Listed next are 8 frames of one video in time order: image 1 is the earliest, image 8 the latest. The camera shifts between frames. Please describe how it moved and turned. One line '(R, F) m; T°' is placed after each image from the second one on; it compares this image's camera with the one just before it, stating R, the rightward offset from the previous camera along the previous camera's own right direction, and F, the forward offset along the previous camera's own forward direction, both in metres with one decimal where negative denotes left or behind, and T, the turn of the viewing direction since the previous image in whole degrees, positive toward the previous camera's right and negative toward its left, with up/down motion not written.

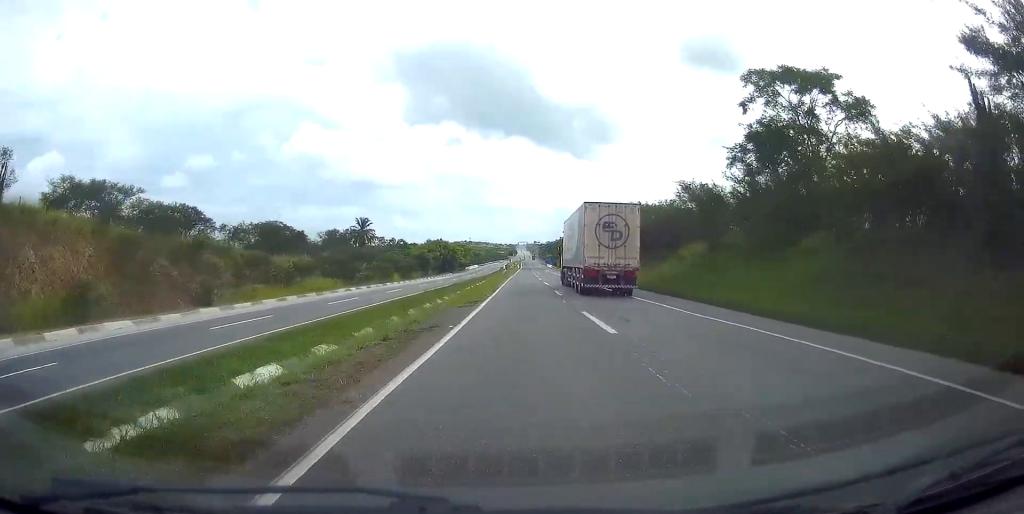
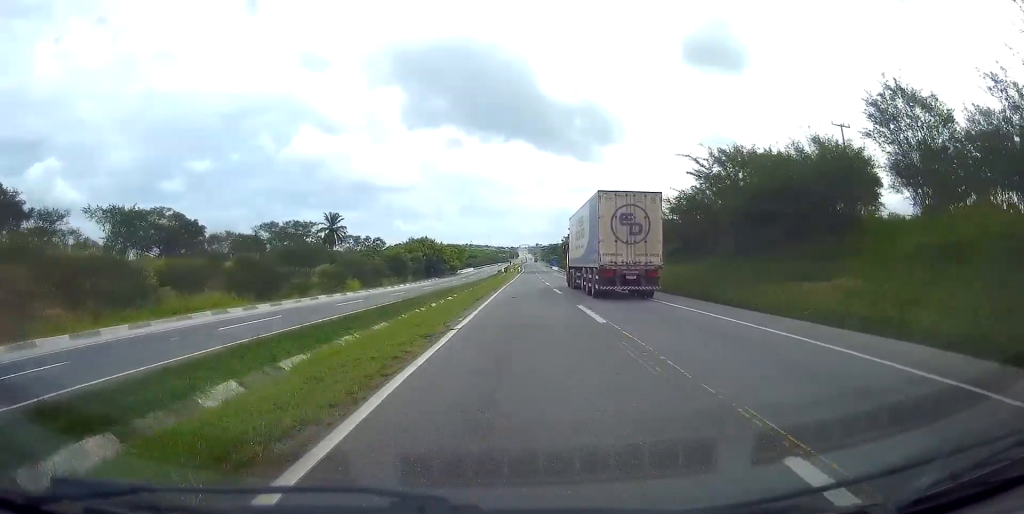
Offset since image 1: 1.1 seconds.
(0.0, +31.2) m; 0°
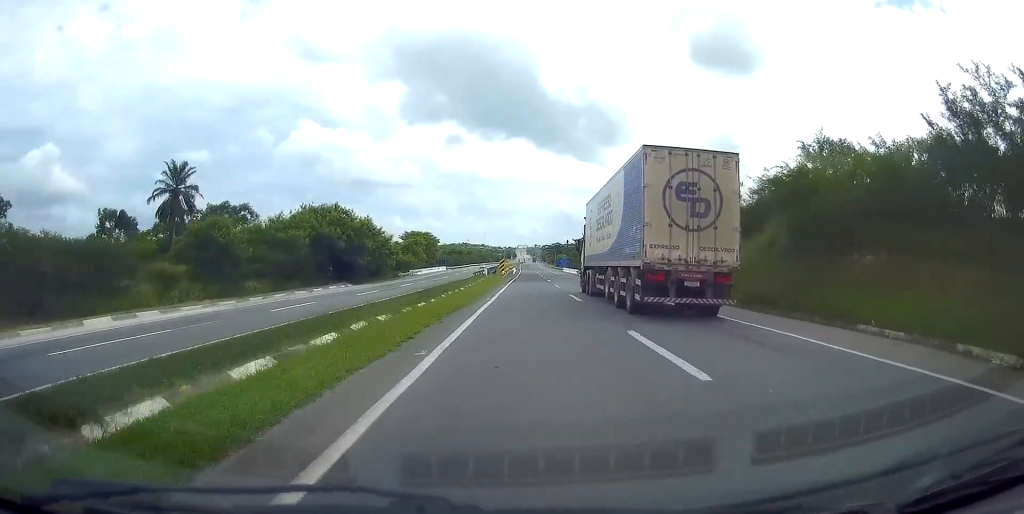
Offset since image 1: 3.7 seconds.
(-1.3, +74.5) m; 0°
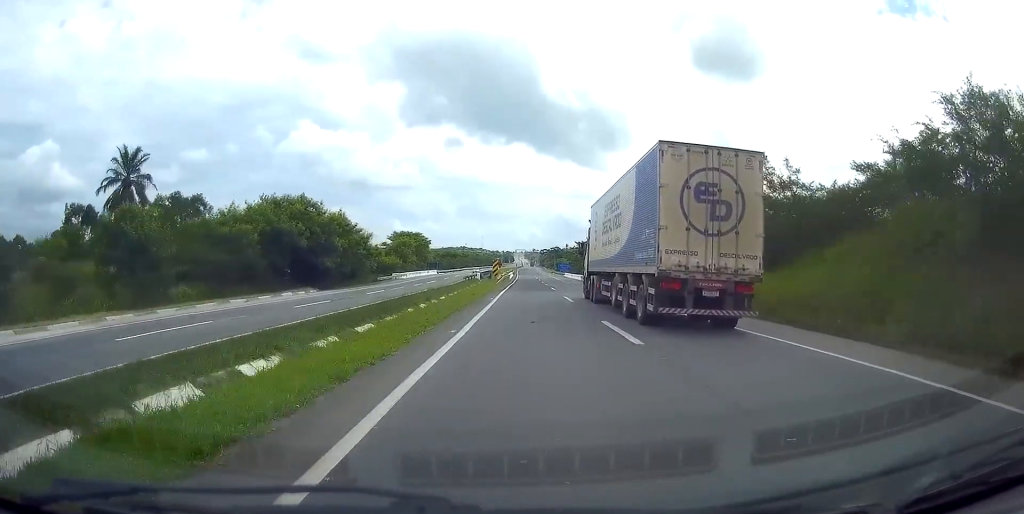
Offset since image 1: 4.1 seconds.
(+0.3, +12.5) m; +1°
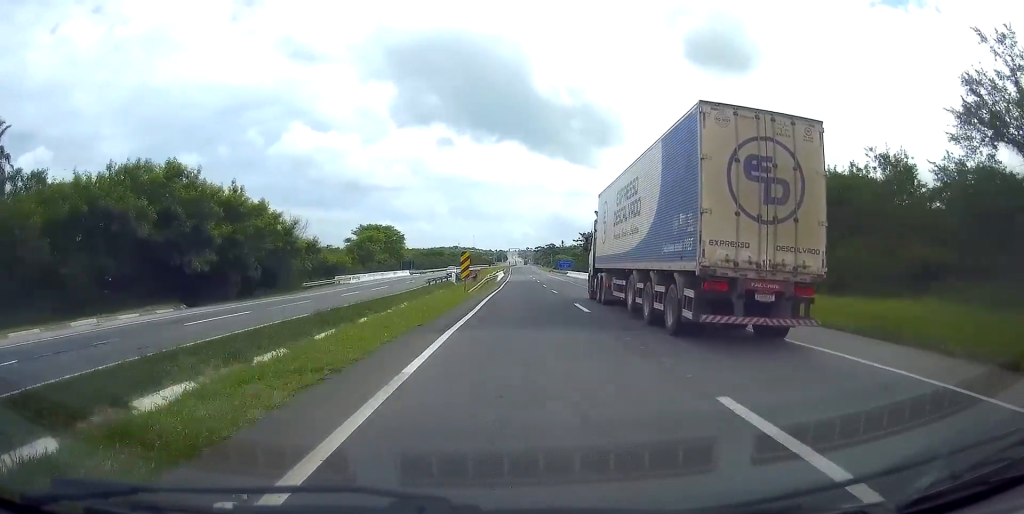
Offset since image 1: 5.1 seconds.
(0.0, +26.9) m; 0°
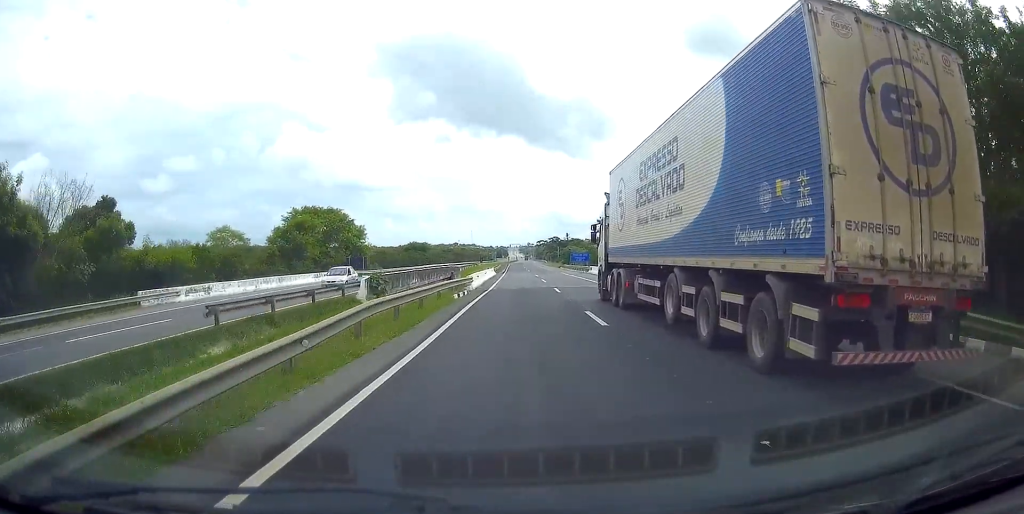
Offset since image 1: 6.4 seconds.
(+0.2, +38.6) m; 0°
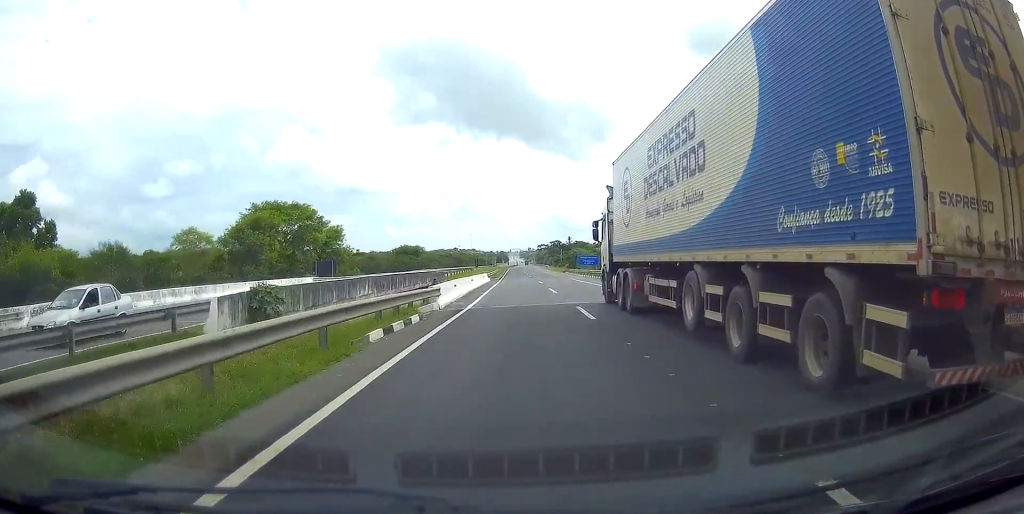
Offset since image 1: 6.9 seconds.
(-0.1, +14.5) m; 0°
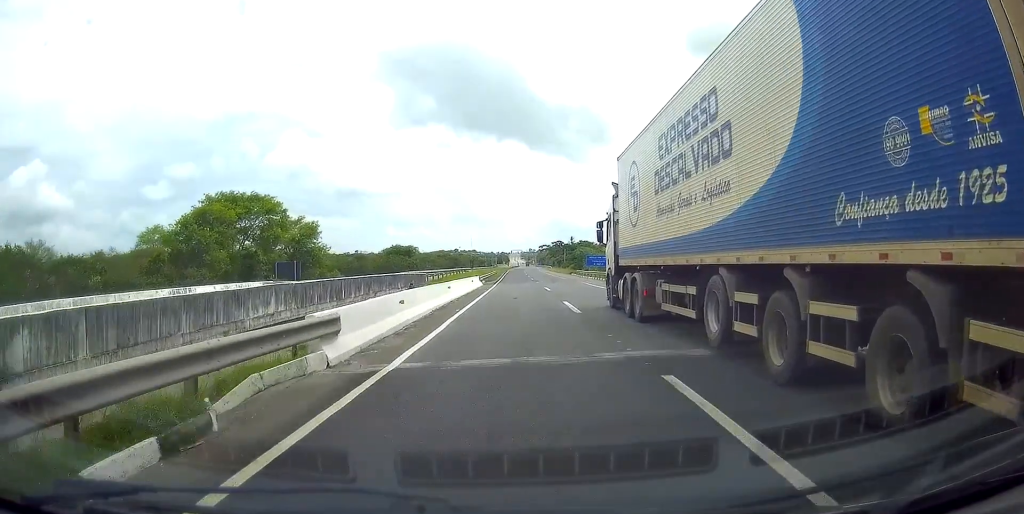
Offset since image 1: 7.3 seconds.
(-0.1, +12.6) m; 0°
